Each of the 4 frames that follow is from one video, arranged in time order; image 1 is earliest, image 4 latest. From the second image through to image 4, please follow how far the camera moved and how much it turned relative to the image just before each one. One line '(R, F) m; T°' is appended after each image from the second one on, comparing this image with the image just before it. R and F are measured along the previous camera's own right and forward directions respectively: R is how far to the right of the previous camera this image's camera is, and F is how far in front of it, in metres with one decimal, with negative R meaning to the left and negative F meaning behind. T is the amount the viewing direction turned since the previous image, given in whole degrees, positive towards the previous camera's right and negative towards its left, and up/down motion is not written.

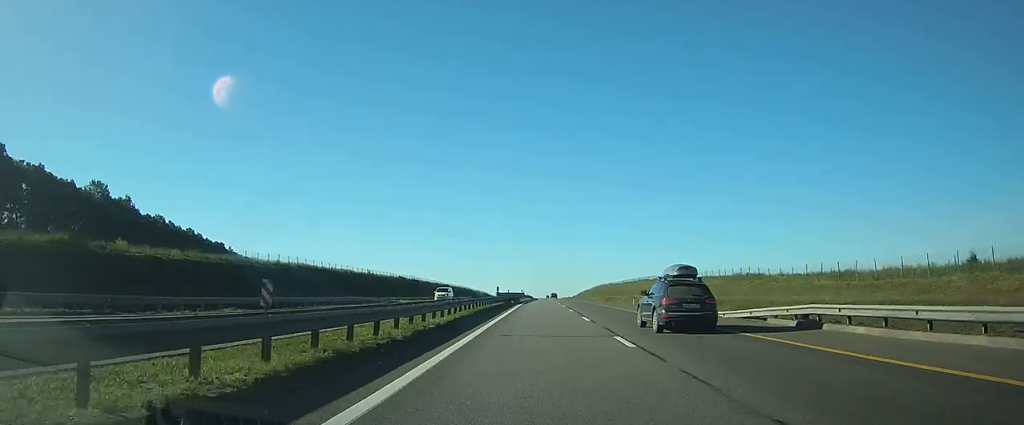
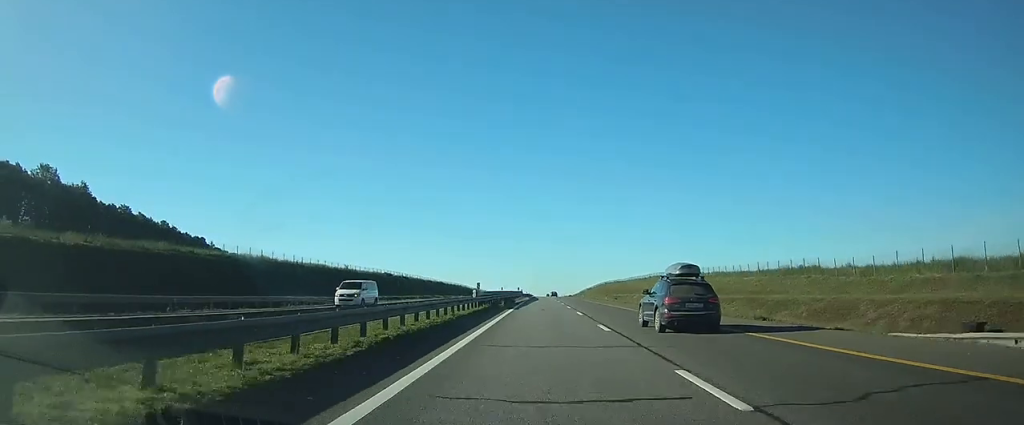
(+0.1, +19.2) m; 0°
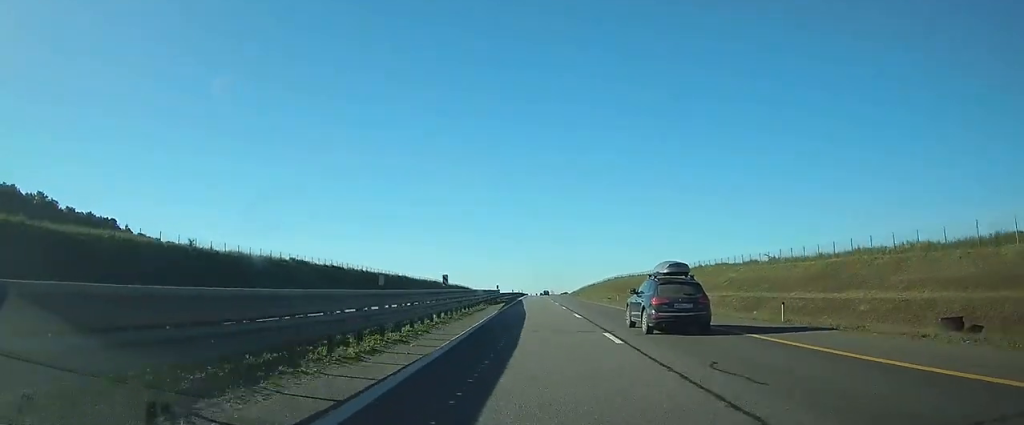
(+0.1, +64.5) m; 0°
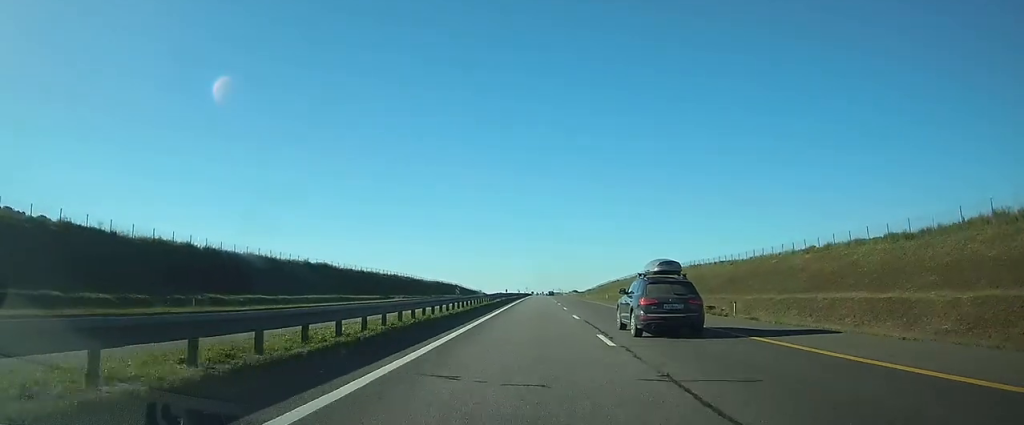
(+0.2, +84.2) m; 0°
